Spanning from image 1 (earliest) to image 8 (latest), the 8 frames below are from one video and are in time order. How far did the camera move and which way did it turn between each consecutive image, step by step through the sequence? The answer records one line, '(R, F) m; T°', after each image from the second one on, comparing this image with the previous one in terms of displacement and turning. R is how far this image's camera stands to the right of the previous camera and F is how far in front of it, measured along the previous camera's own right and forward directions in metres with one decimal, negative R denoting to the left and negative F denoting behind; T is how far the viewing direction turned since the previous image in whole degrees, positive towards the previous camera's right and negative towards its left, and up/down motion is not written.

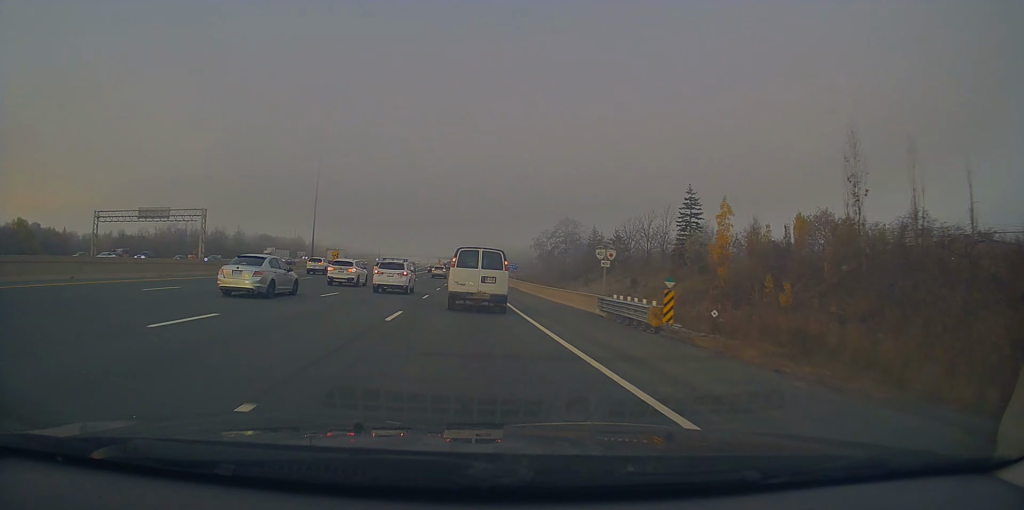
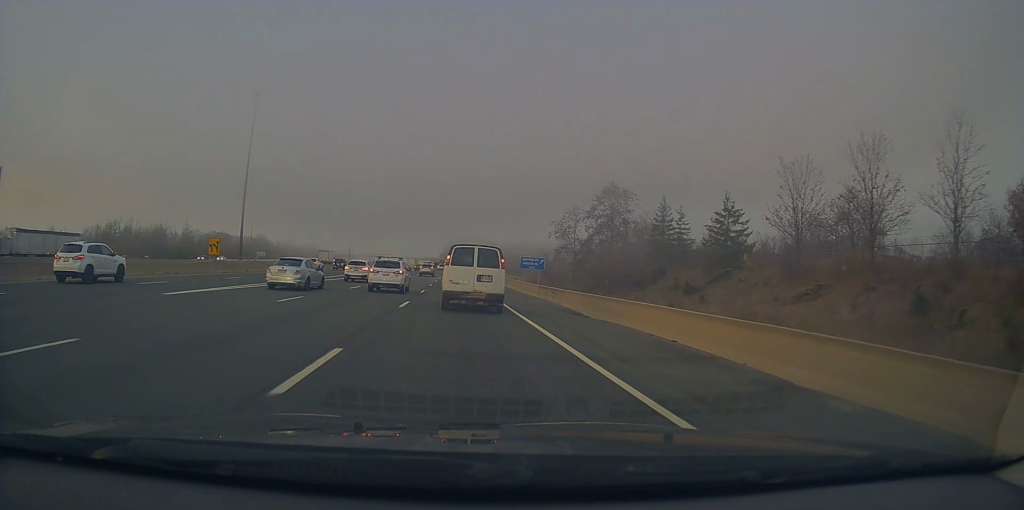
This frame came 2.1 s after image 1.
(+0.2, +43.8) m; 0°
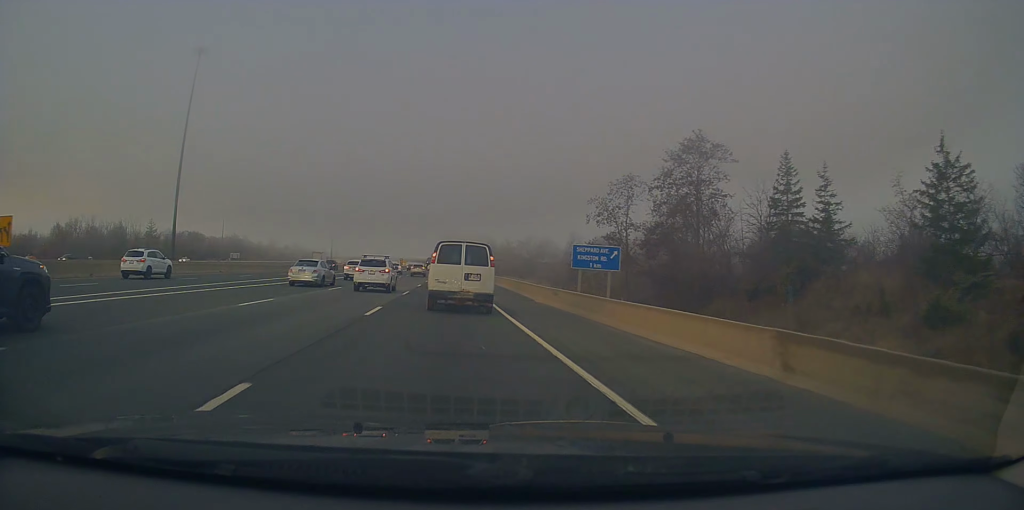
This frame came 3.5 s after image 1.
(+0.9, +27.8) m; +2°
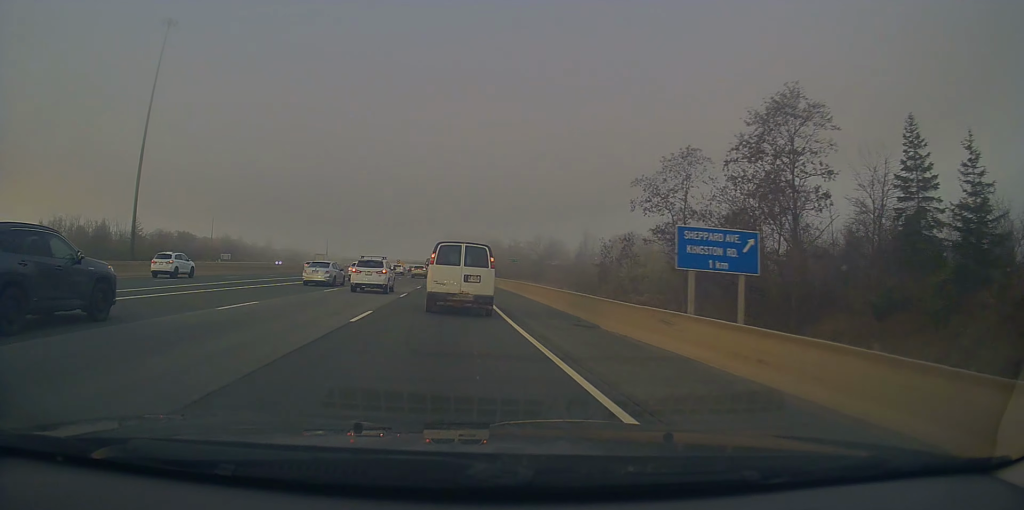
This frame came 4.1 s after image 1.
(-0.3, +13.1) m; -1°
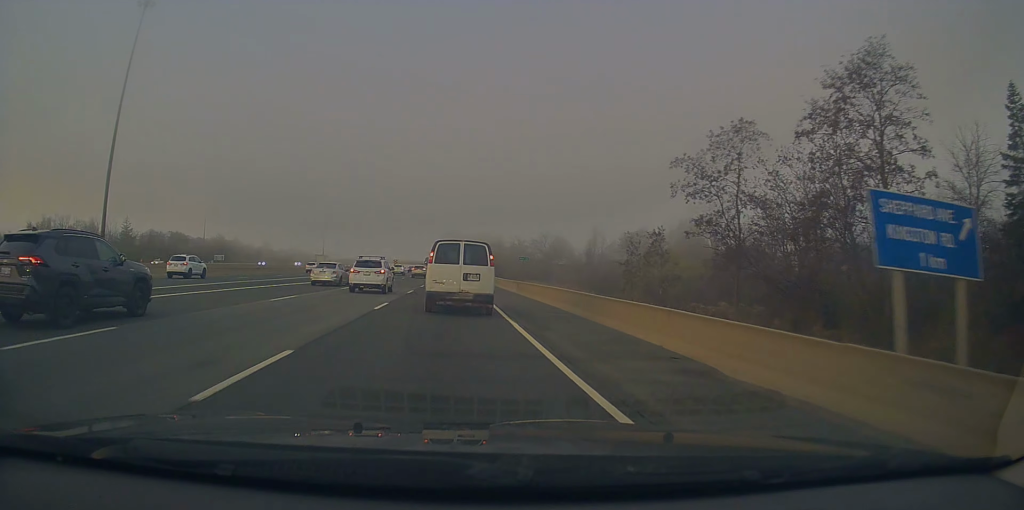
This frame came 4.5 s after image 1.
(-0.1, +8.2) m; 0°
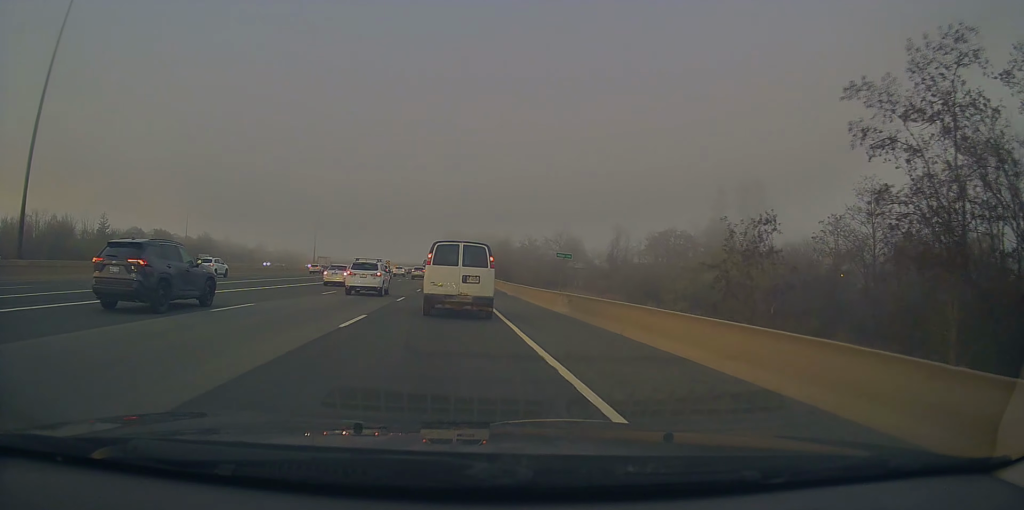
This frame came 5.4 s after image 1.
(0.0, +17.8) m; +1°
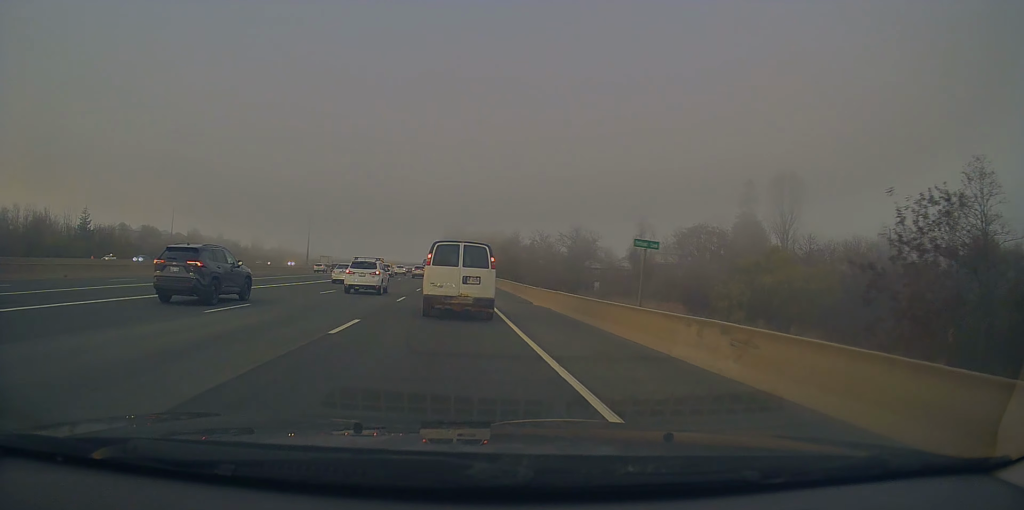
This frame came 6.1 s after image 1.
(+0.2, +13.1) m; -1°
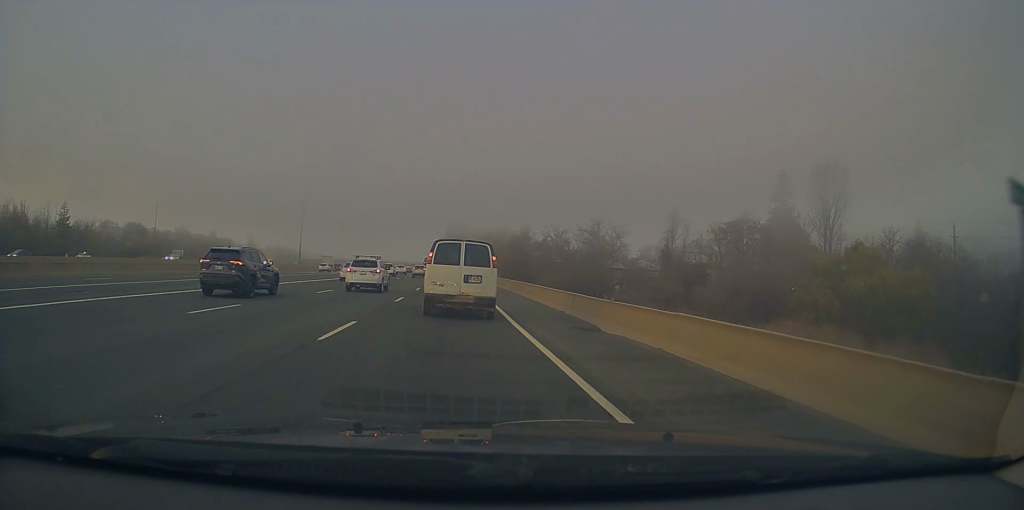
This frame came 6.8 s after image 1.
(0.0, +13.4) m; 0°
